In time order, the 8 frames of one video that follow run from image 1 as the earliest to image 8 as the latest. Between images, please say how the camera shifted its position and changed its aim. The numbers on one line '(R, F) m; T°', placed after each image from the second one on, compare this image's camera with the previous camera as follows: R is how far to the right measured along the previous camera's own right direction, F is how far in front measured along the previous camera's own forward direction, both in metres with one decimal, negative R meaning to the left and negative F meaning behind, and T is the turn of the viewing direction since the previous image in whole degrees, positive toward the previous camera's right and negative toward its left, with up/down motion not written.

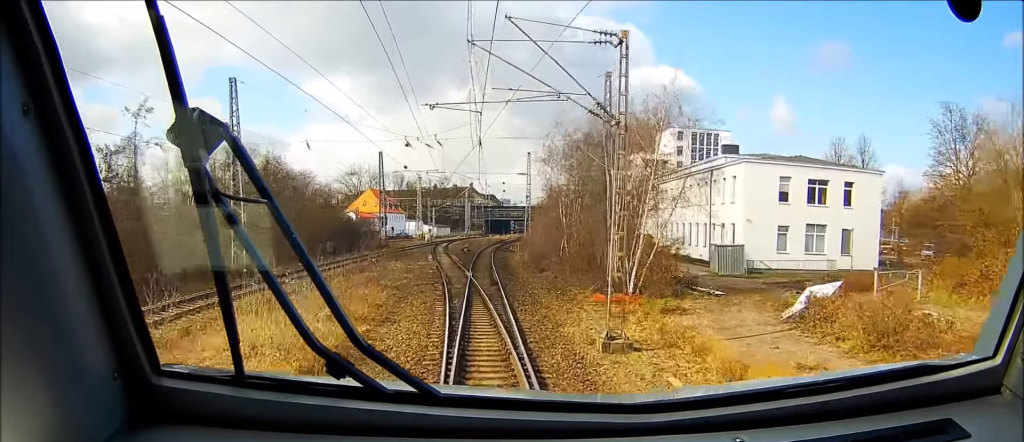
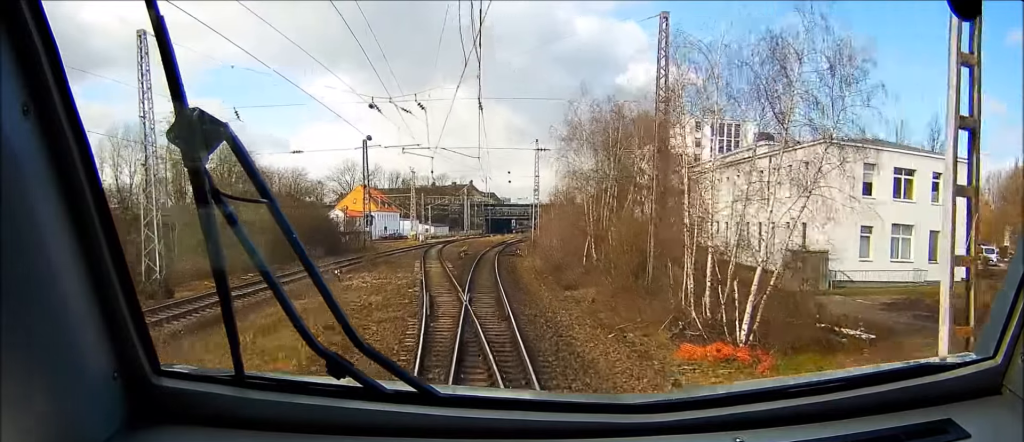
(+0.2, +13.2) m; +1°
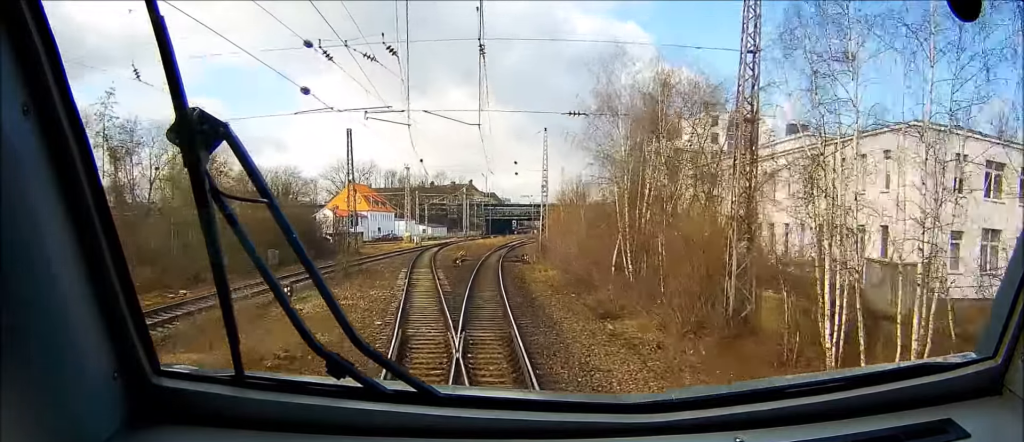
(0.0, +10.3) m; -1°
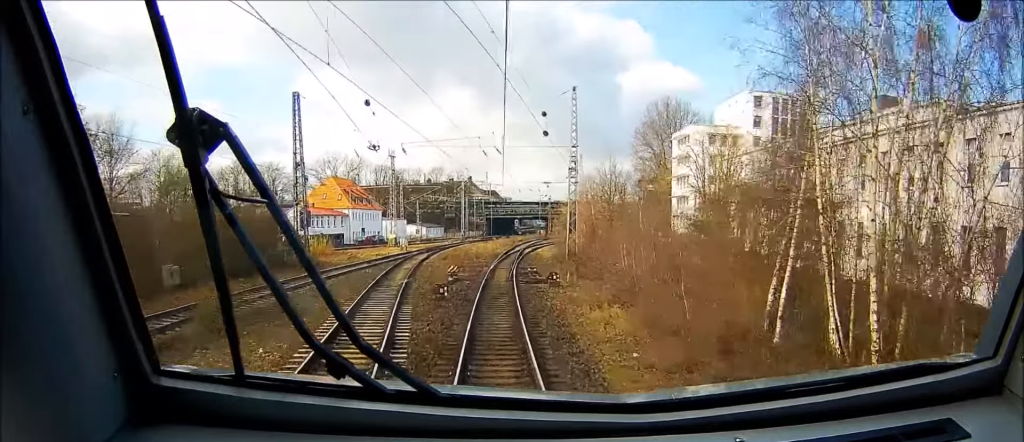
(-0.3, +20.2) m; -2°
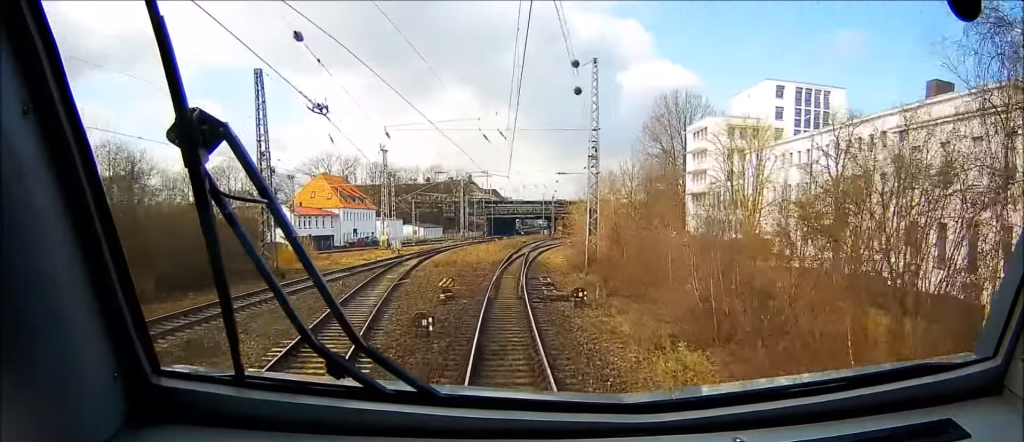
(-0.1, +8.3) m; -1°
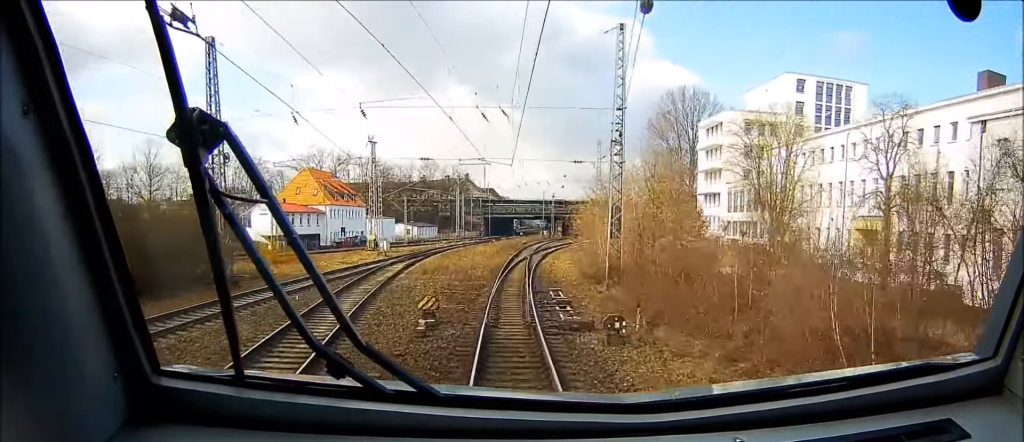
(-0.1, +7.1) m; -1°
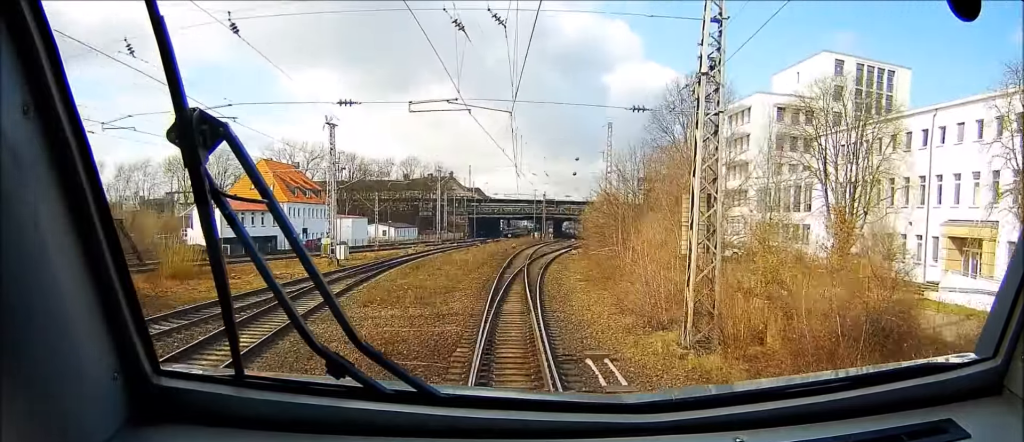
(-0.2, +14.1) m; -2°
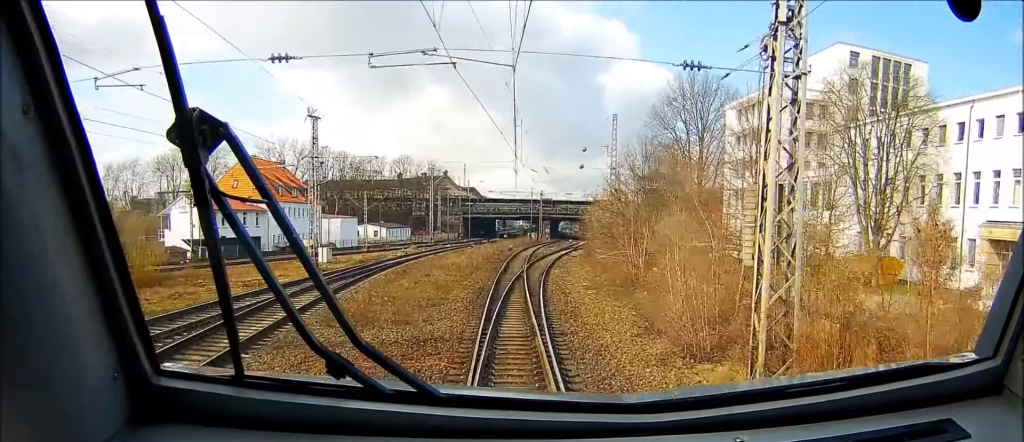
(0.0, +4.4) m; -1°
